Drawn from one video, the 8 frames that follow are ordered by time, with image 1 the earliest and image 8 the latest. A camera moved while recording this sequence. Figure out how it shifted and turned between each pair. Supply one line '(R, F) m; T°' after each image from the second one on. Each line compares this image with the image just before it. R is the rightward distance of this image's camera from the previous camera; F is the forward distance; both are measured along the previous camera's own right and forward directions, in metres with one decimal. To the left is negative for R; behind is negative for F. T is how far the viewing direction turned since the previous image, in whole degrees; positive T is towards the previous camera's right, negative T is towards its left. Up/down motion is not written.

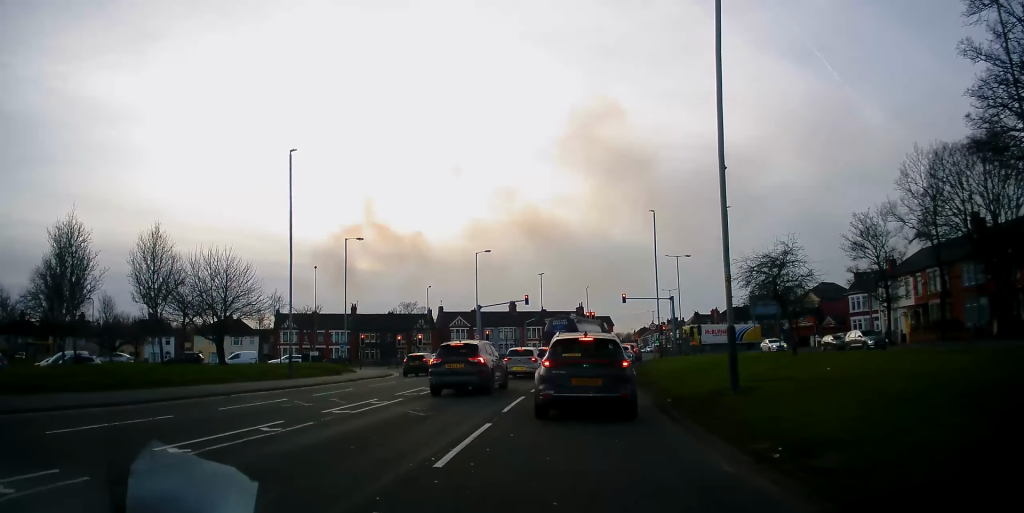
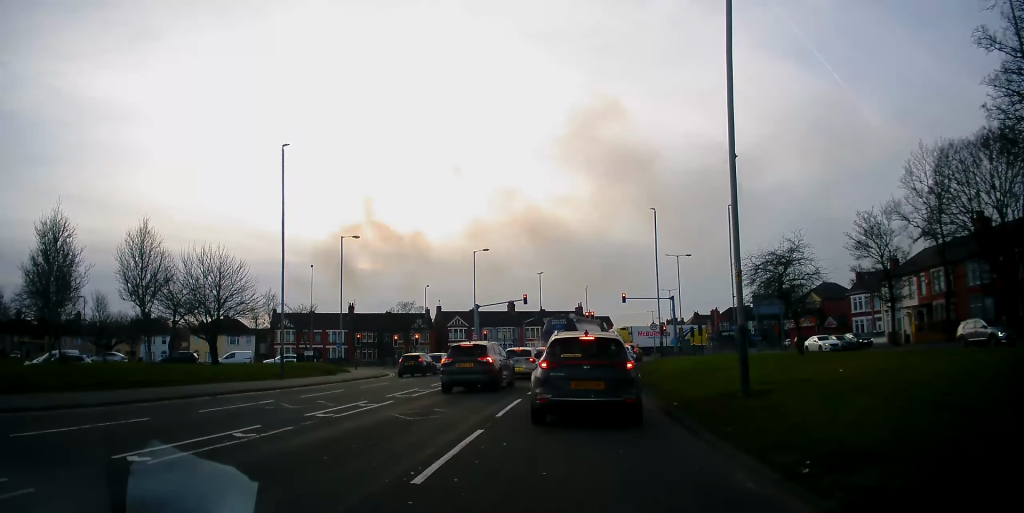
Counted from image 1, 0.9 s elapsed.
(-0.1, +1.0) m; 0°
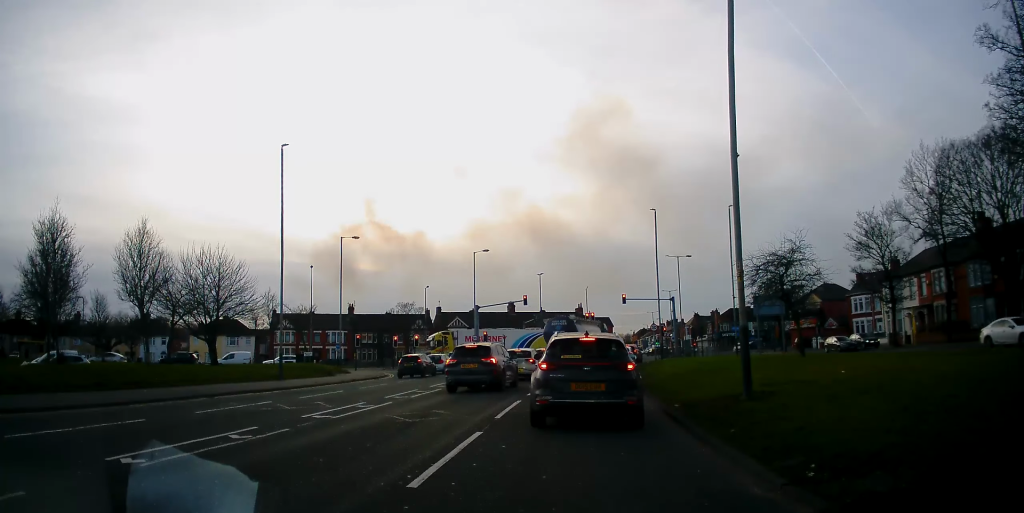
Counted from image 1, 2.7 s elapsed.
(+0.1, +0.6) m; 0°
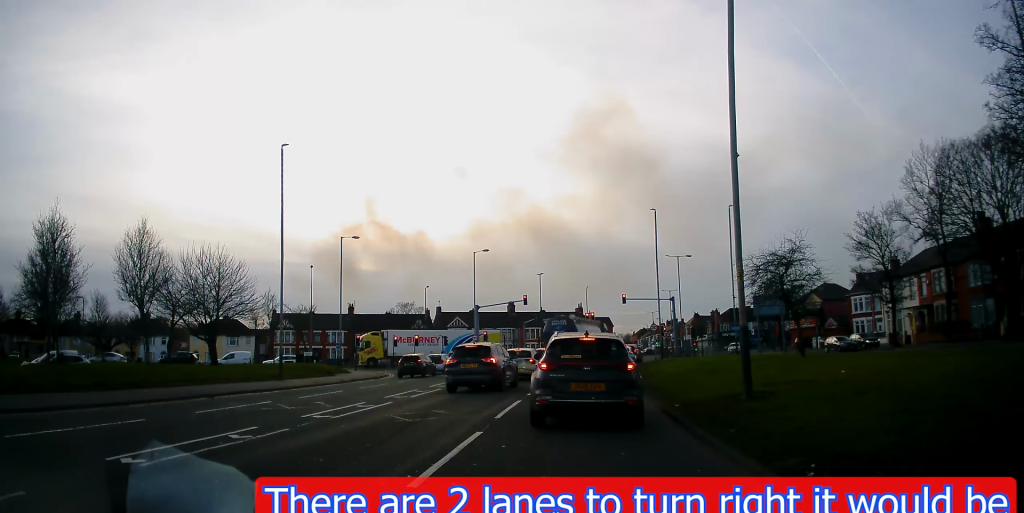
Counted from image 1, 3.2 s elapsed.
(+0.1, +0.1) m; 0°
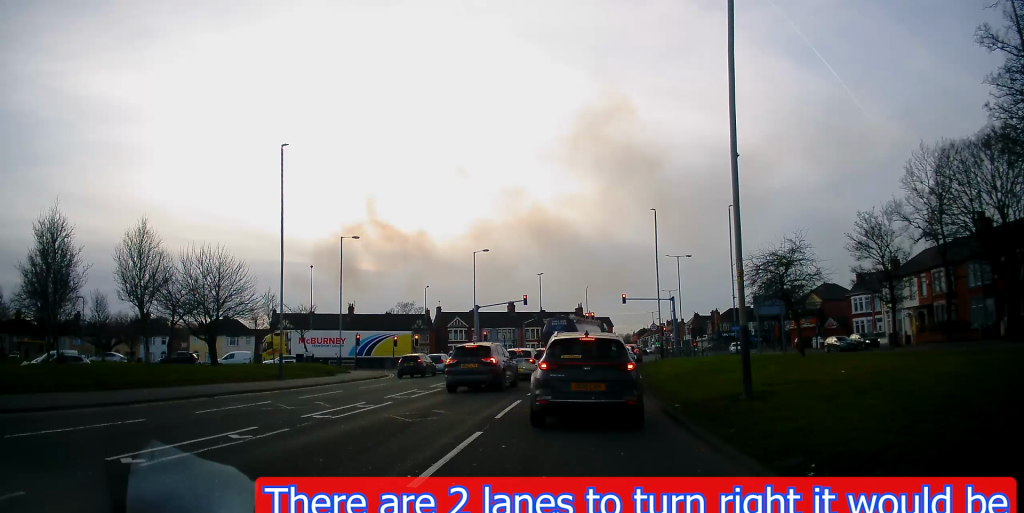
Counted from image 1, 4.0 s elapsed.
(+0.1, +0.1) m; 0°
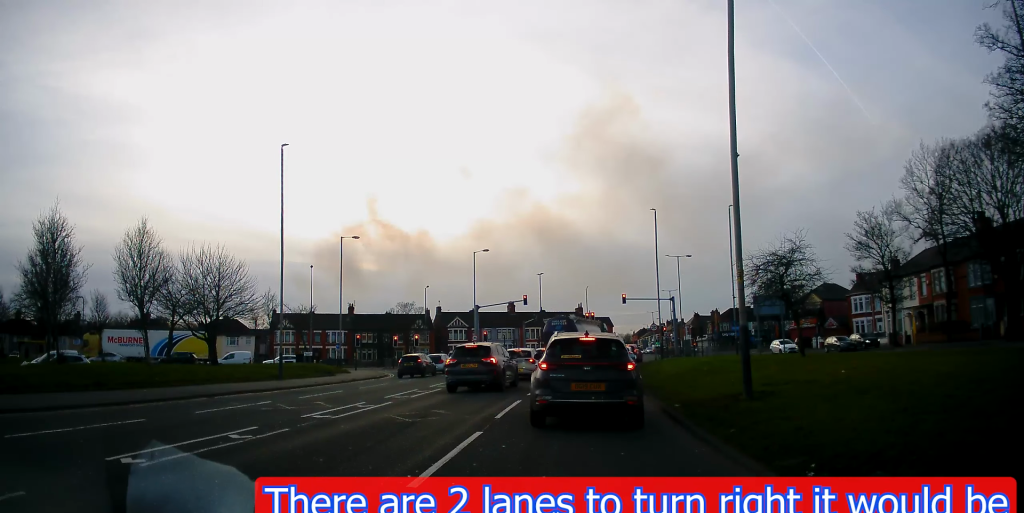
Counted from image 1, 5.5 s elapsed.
(+0.1, +0.2) m; 0°
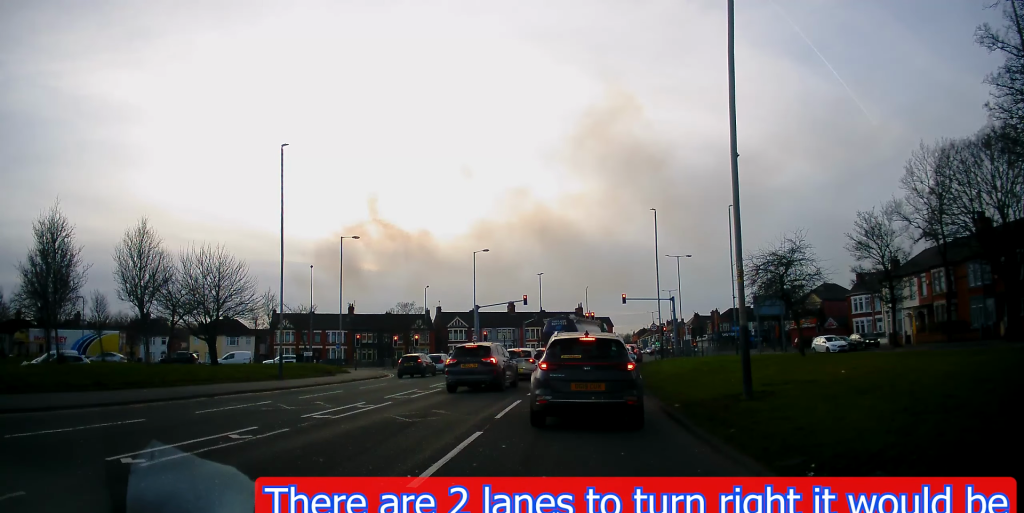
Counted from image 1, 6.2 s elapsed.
(0.0, +0.1) m; 0°
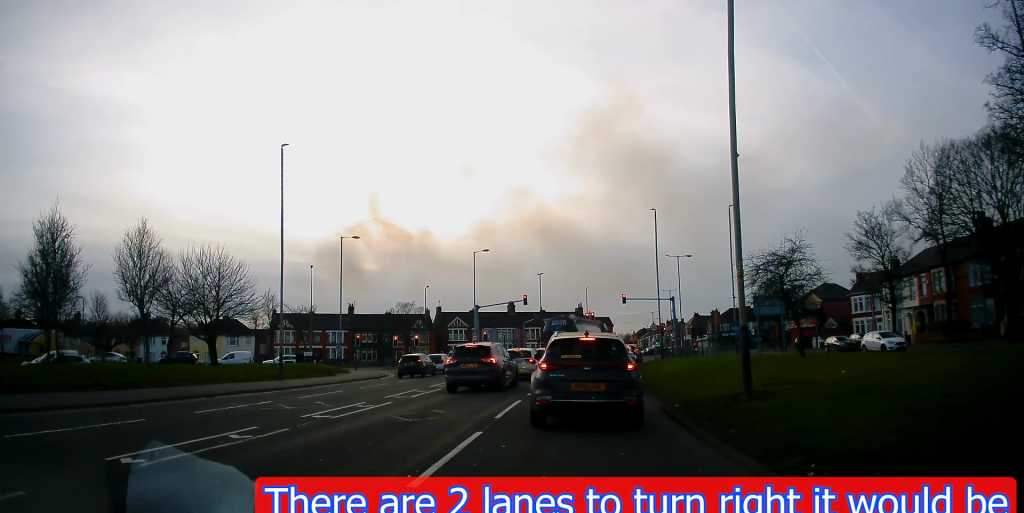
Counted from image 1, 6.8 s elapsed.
(0.0, +0.1) m; 0°
